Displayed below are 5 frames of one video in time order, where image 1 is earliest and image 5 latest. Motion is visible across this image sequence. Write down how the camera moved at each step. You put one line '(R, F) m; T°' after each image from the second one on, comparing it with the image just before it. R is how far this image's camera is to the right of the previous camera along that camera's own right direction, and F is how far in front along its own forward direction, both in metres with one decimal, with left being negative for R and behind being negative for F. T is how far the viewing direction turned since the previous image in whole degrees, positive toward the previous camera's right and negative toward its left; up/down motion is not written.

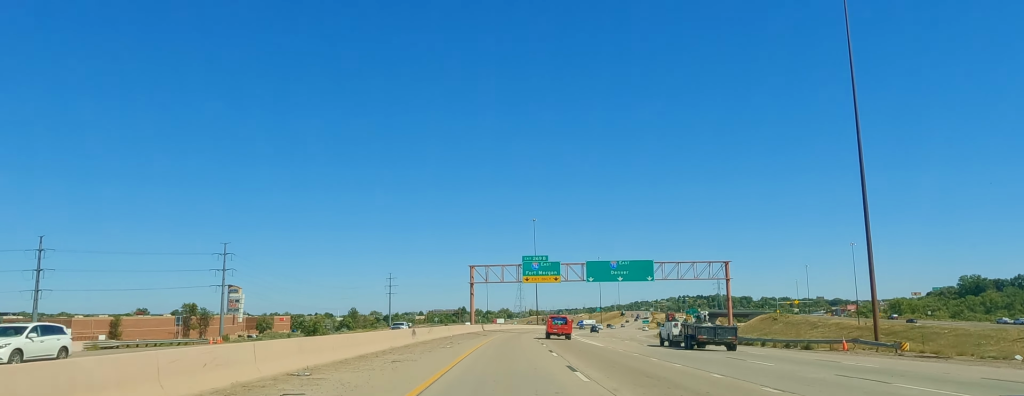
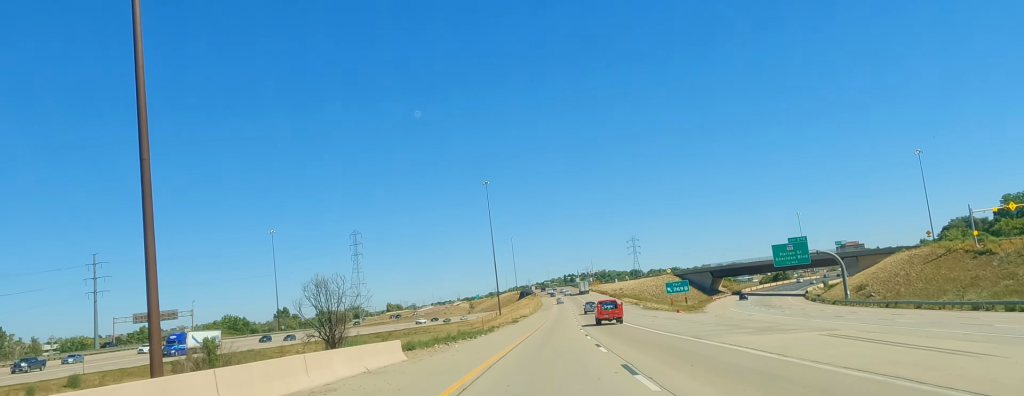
(+25.7, +235.5) m; +13°
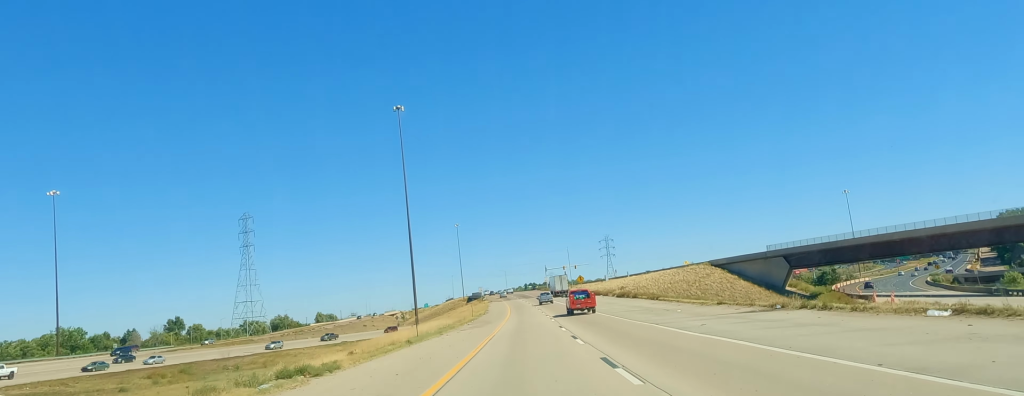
(+1.9, +96.8) m; +1°
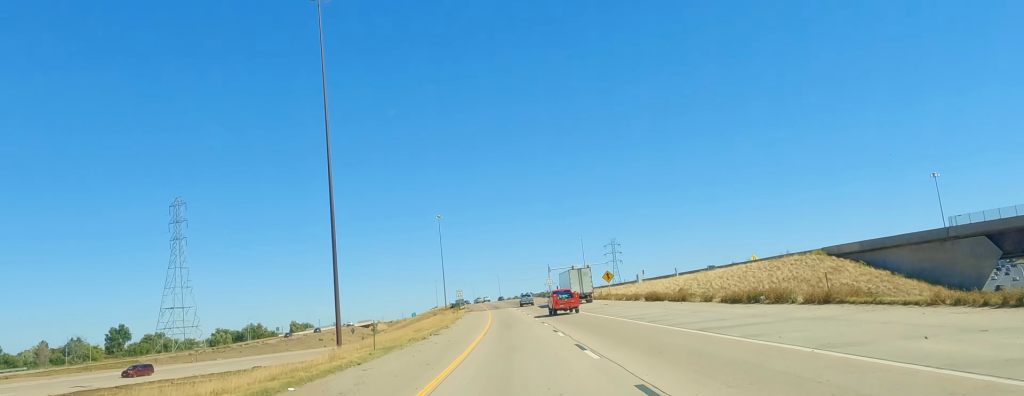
(0.0, +55.7) m; -1°
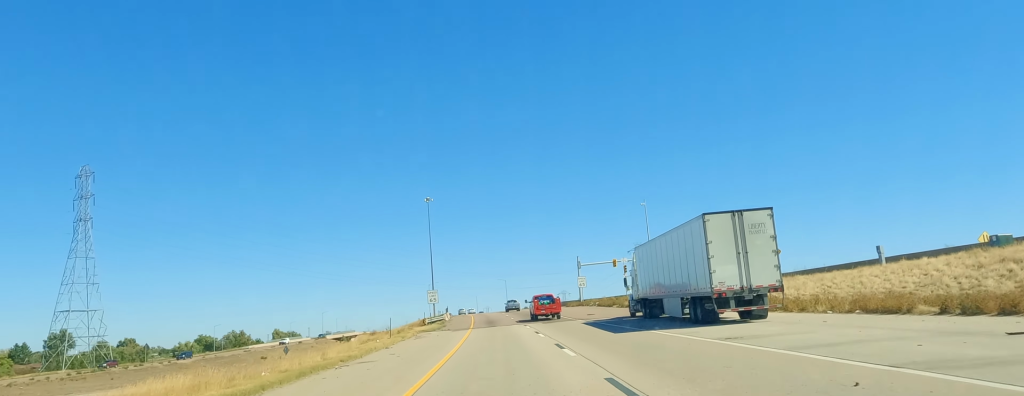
(-0.8, +59.1) m; -2°
